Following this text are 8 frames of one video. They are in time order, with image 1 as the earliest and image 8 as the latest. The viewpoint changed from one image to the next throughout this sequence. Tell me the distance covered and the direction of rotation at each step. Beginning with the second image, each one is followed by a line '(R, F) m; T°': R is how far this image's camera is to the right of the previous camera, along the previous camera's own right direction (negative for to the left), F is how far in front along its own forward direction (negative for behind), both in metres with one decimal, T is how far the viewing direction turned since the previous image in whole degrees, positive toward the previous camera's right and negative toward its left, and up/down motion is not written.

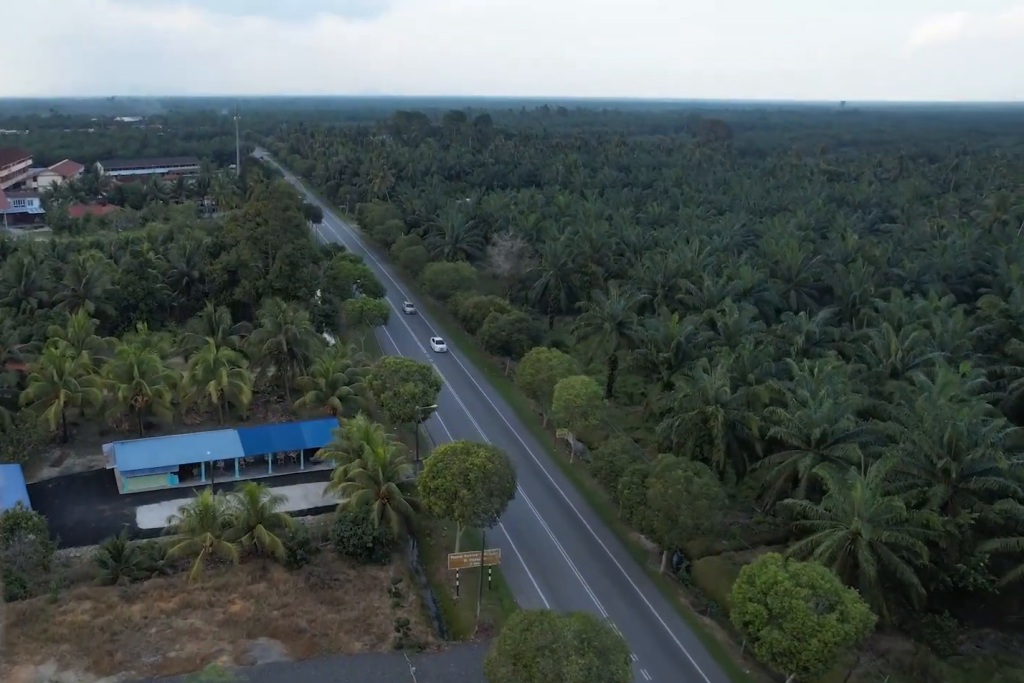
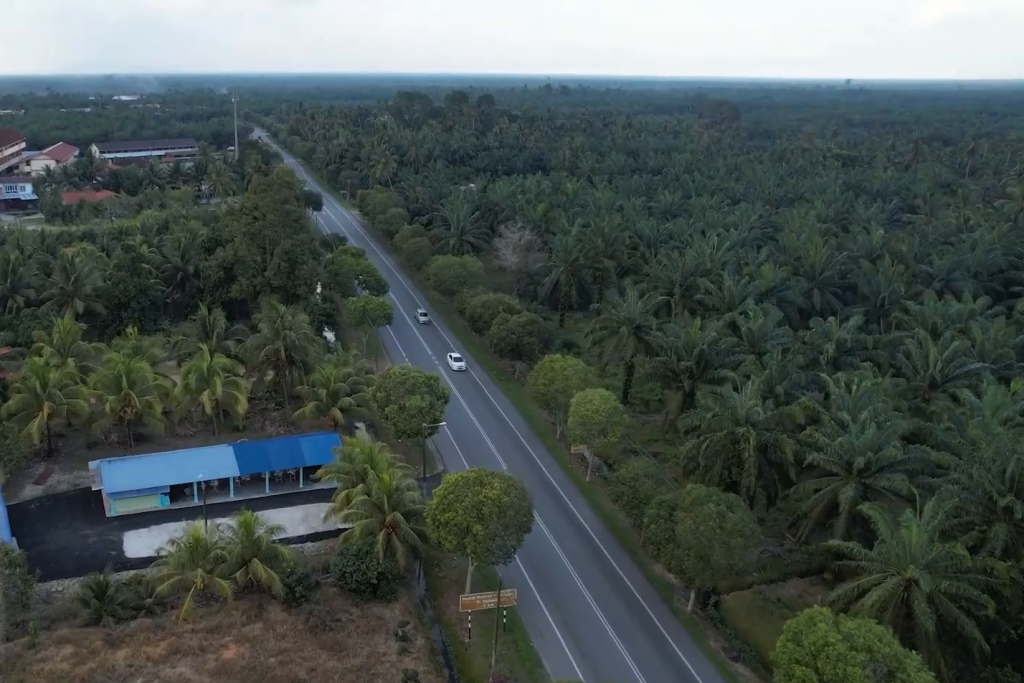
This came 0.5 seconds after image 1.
(0.0, +6.6) m; 0°
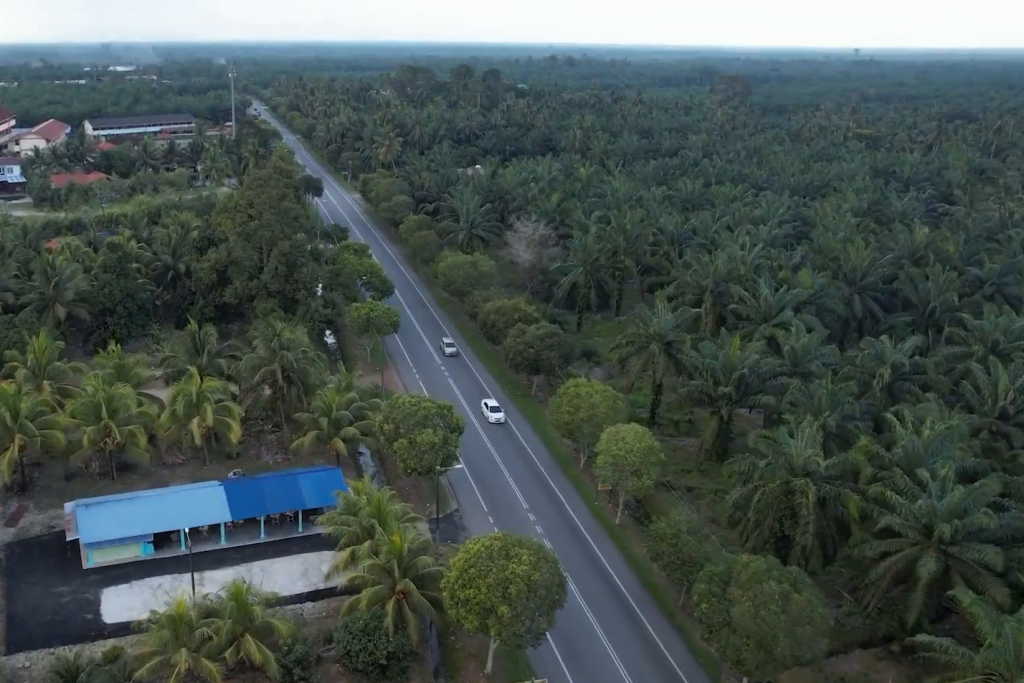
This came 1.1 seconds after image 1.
(0.0, +9.5) m; 0°
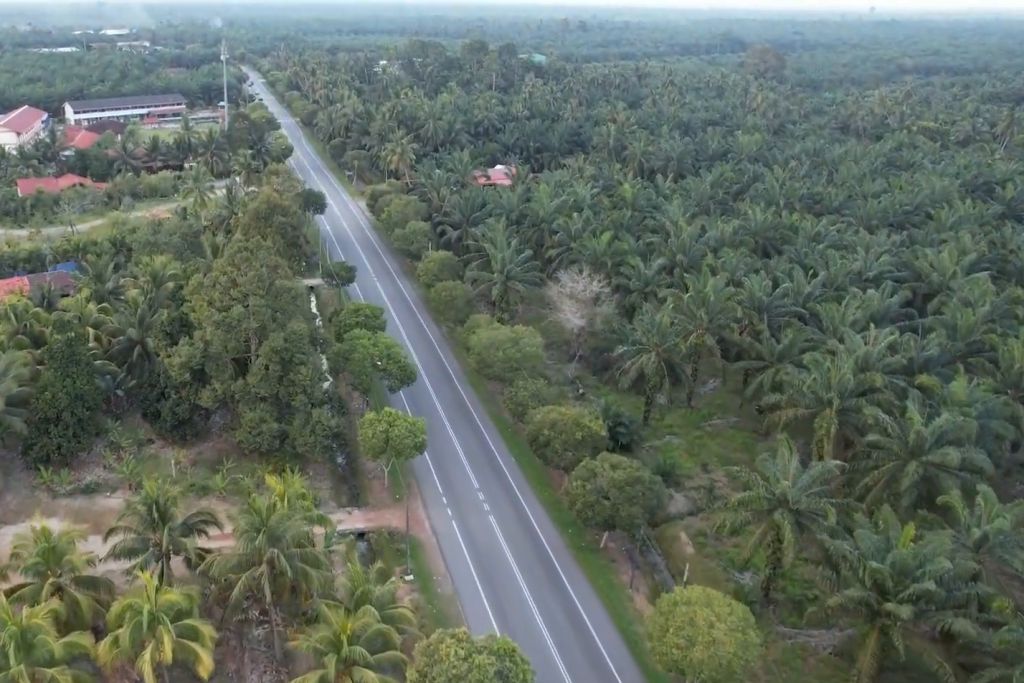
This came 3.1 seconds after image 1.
(+0.1, +28.7) m; +1°
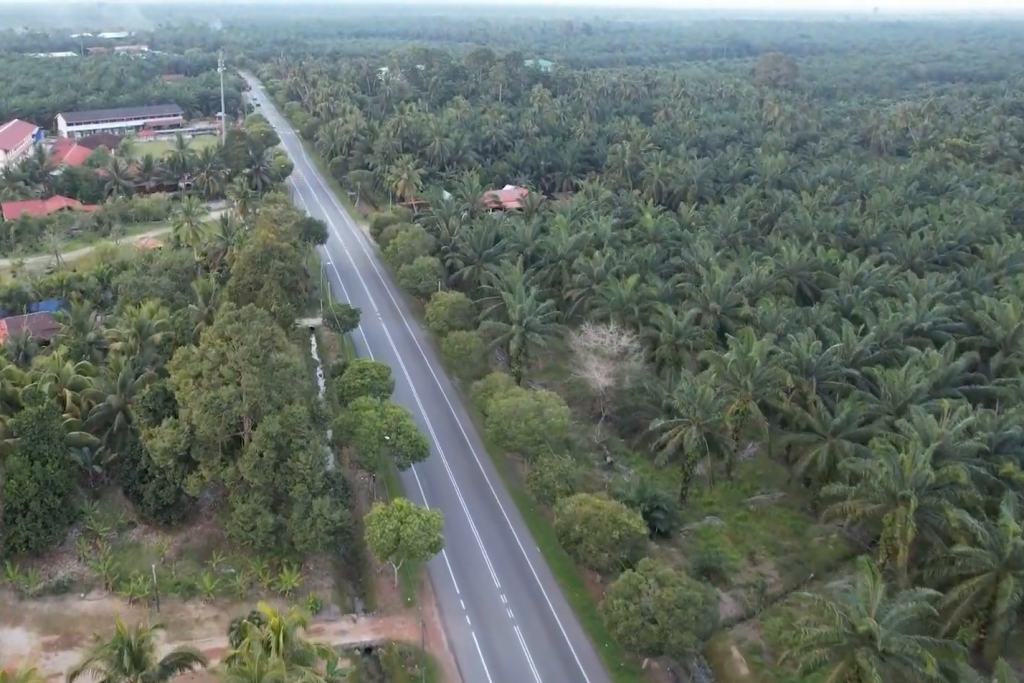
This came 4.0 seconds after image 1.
(+0.1, +12.0) m; 0°
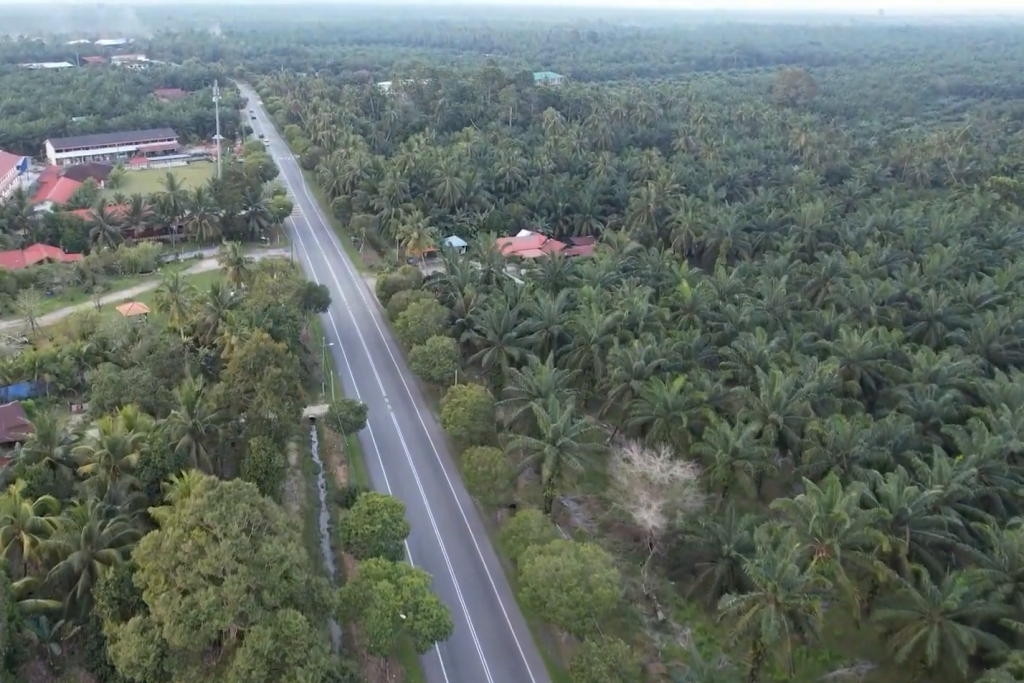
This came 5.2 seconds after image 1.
(-0.2, +17.9) m; 0°
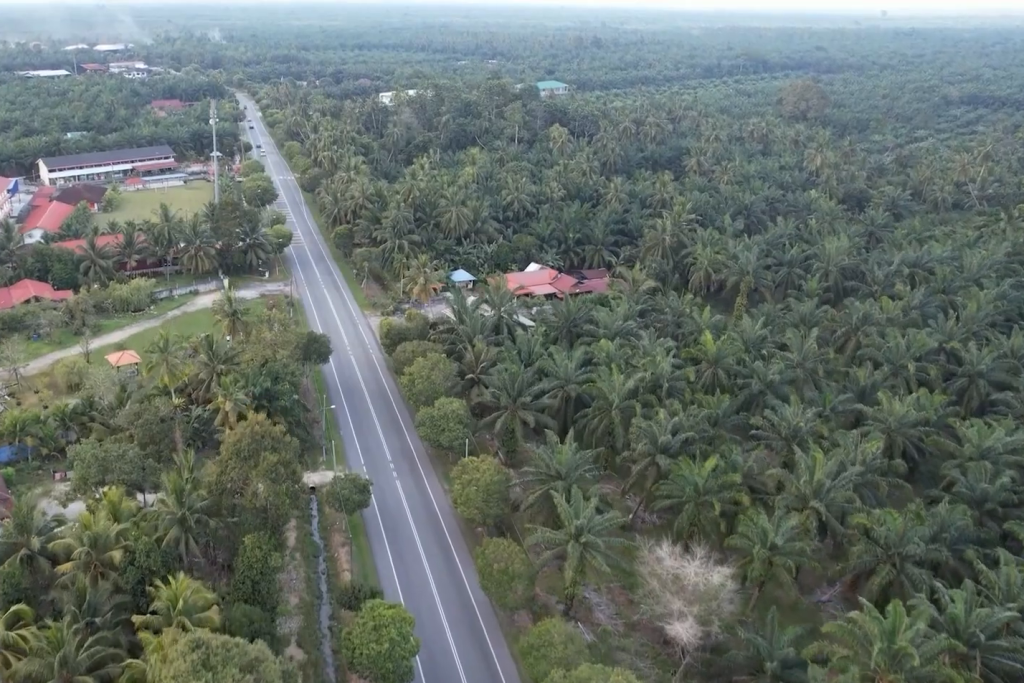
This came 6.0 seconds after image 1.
(+0.1, +10.7) m; 0°
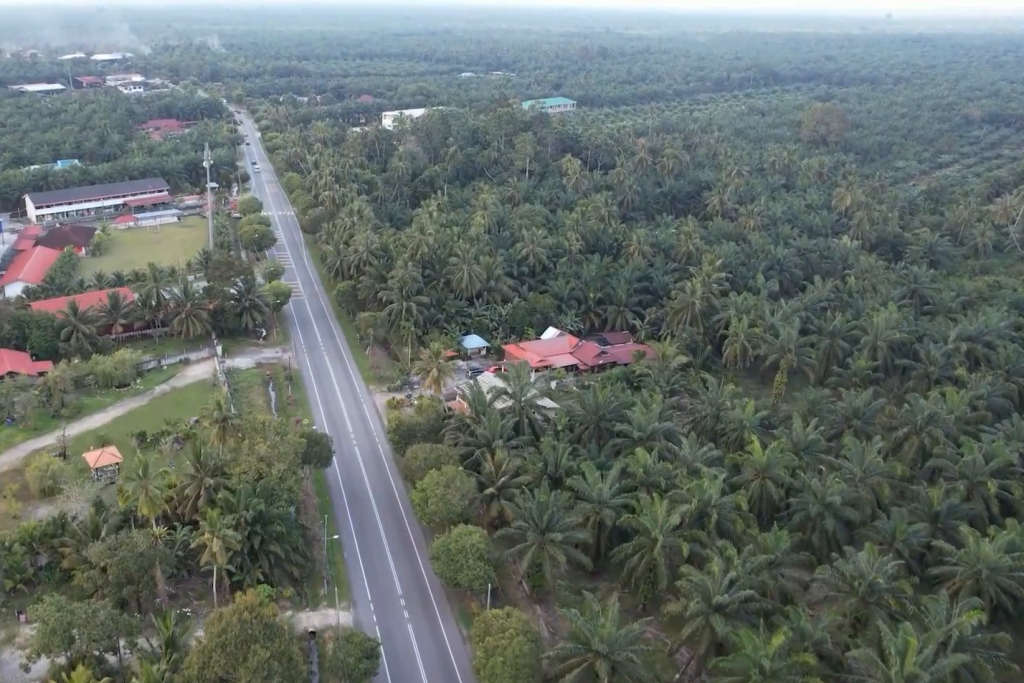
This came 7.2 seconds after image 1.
(0.0, +17.8) m; 0°
